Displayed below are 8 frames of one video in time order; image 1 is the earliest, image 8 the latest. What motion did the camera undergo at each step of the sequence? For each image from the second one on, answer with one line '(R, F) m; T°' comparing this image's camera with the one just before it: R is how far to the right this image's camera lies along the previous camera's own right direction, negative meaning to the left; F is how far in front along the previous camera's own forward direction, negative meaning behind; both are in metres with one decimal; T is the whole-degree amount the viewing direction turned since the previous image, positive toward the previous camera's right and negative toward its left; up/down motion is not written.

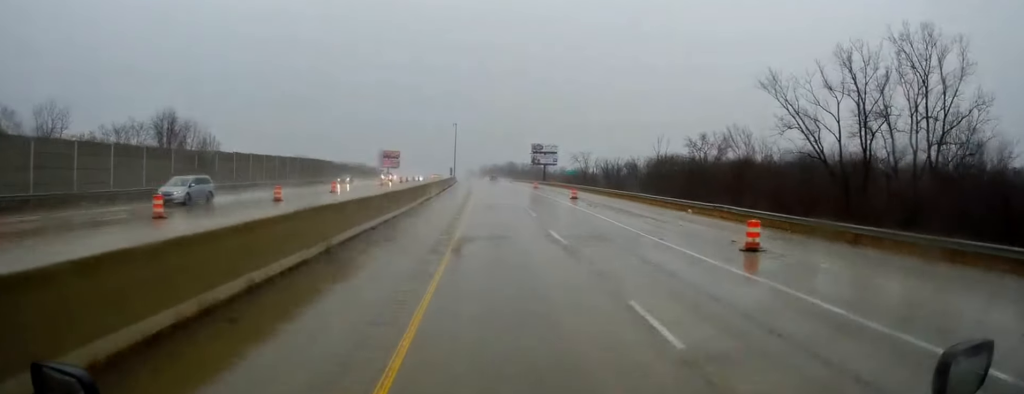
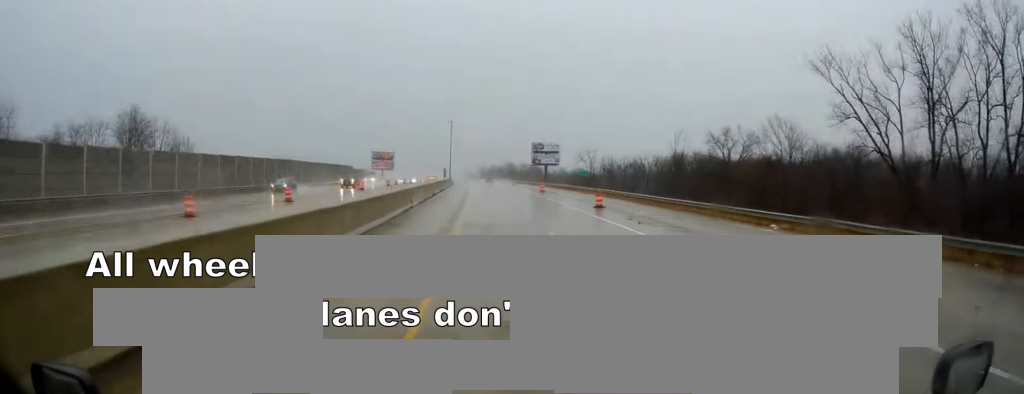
(-0.2, +12.9) m; -1°
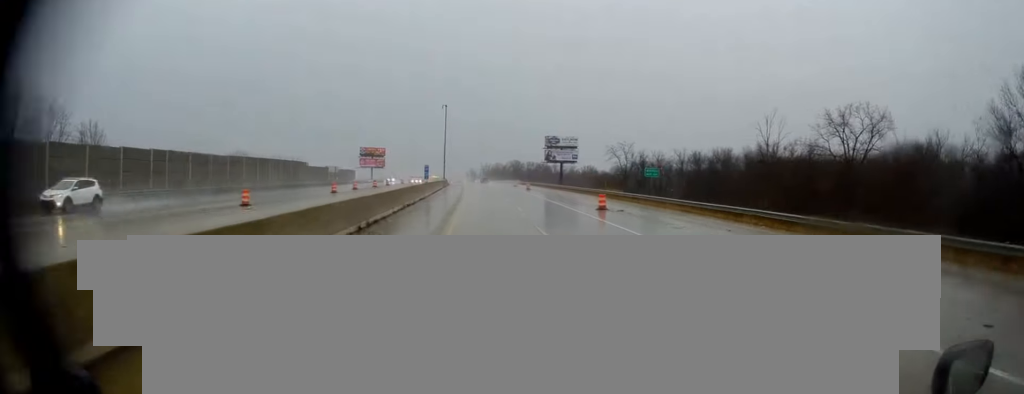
(-0.1, +37.2) m; -1°
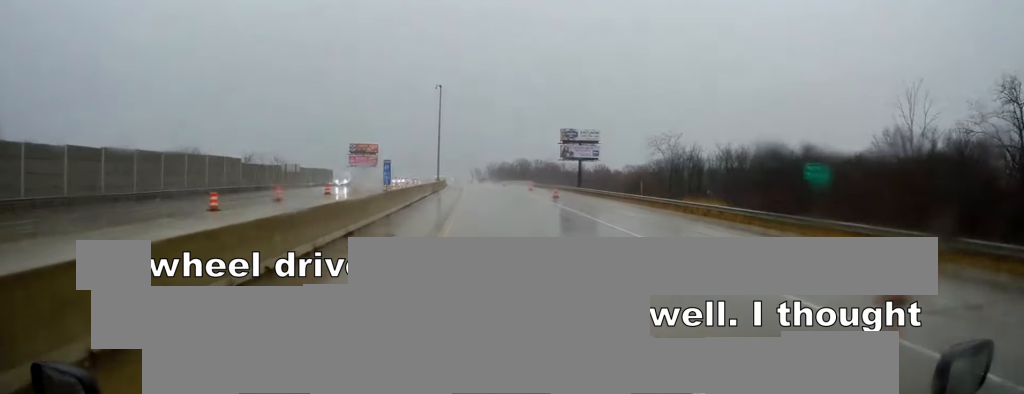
(-0.3, +27.9) m; -2°
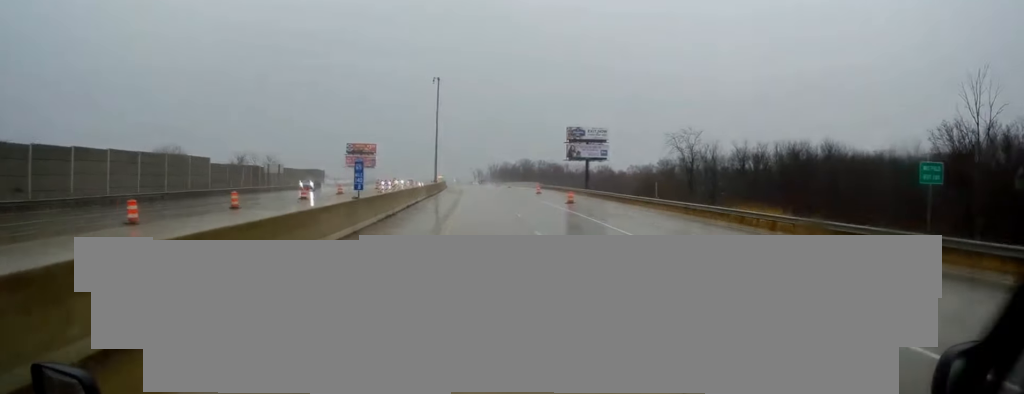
(0.0, +8.3) m; 0°
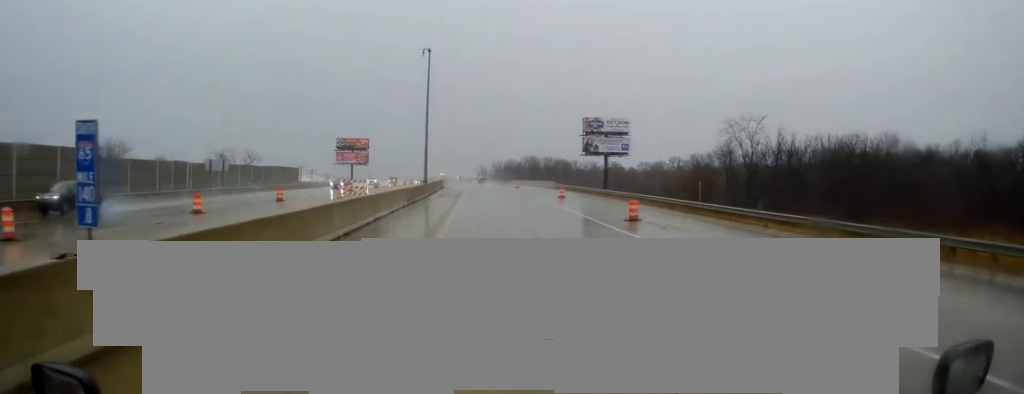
(-0.4, +19.1) m; 0°
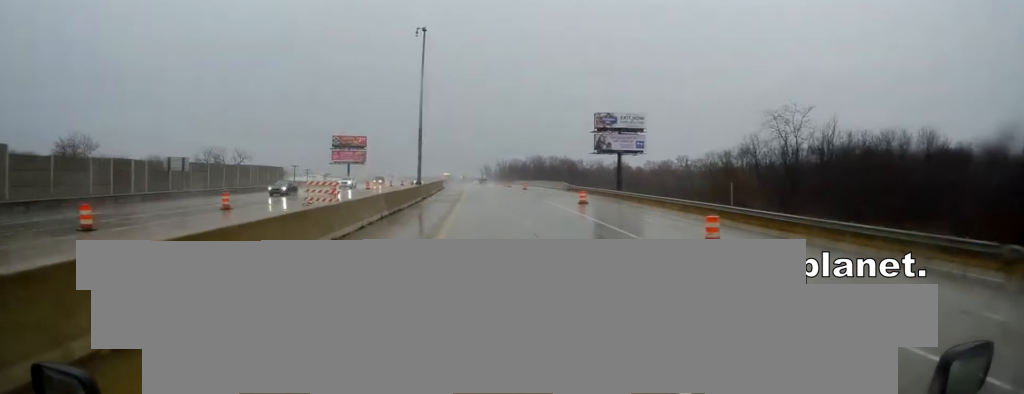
(+0.2, +9.7) m; +1°
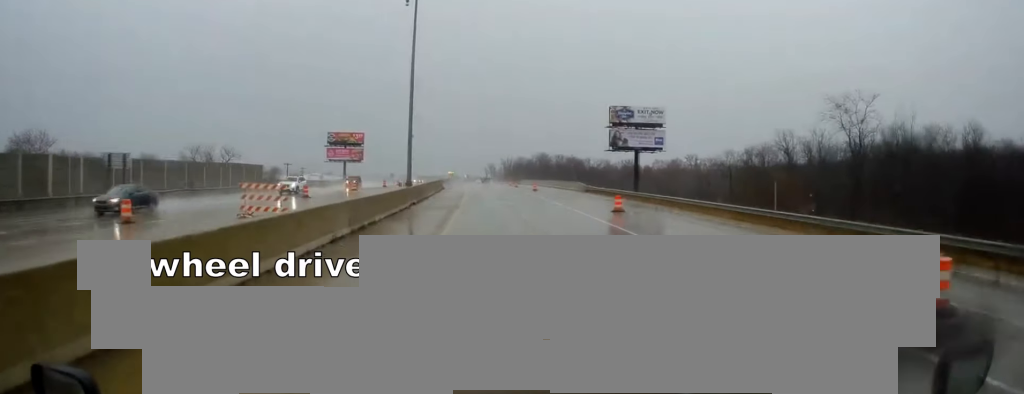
(+0.1, +10.4) m; +1°
